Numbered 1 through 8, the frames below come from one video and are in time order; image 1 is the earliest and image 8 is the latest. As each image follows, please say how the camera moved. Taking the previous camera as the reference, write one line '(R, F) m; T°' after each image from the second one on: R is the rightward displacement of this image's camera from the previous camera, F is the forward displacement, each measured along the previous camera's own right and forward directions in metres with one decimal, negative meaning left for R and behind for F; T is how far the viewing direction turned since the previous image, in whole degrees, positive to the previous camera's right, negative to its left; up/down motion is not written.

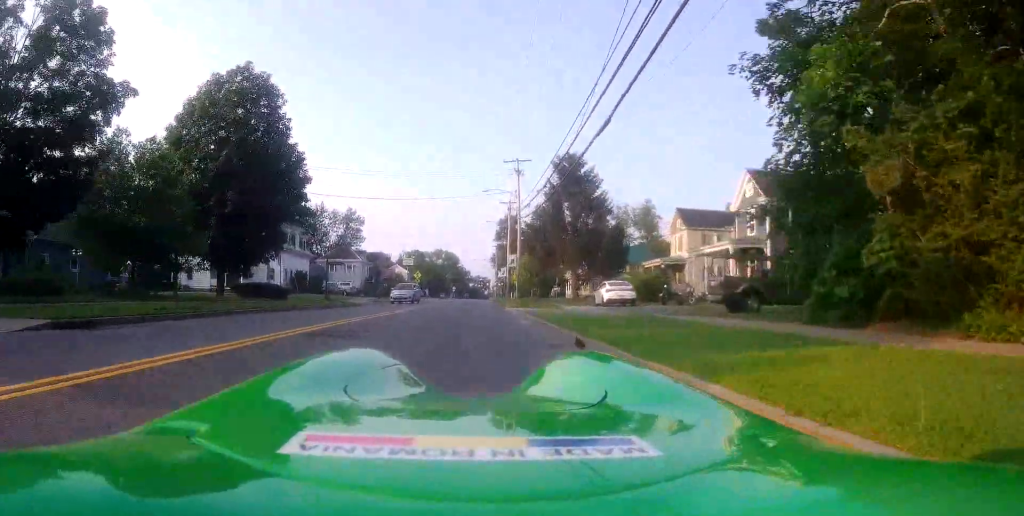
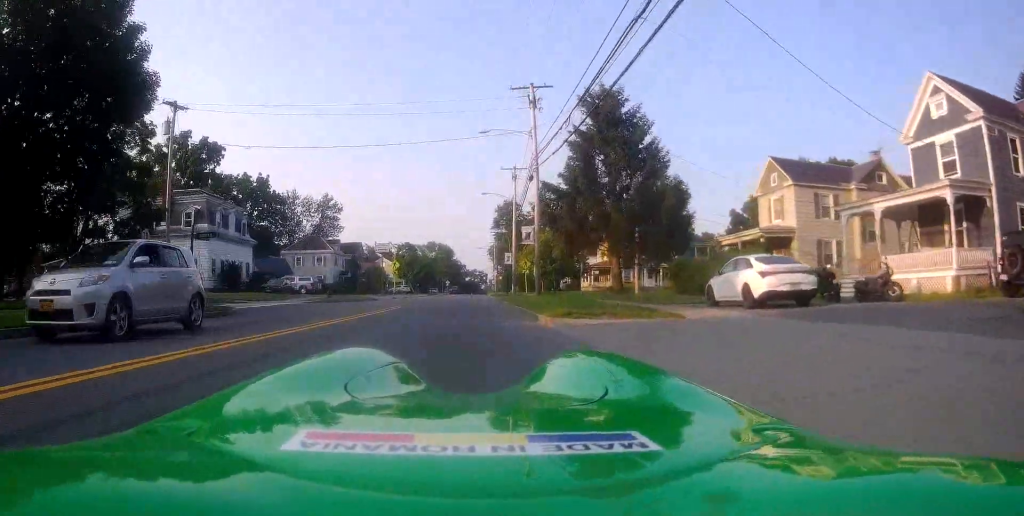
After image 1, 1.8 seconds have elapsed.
(0.0, +18.6) m; 0°
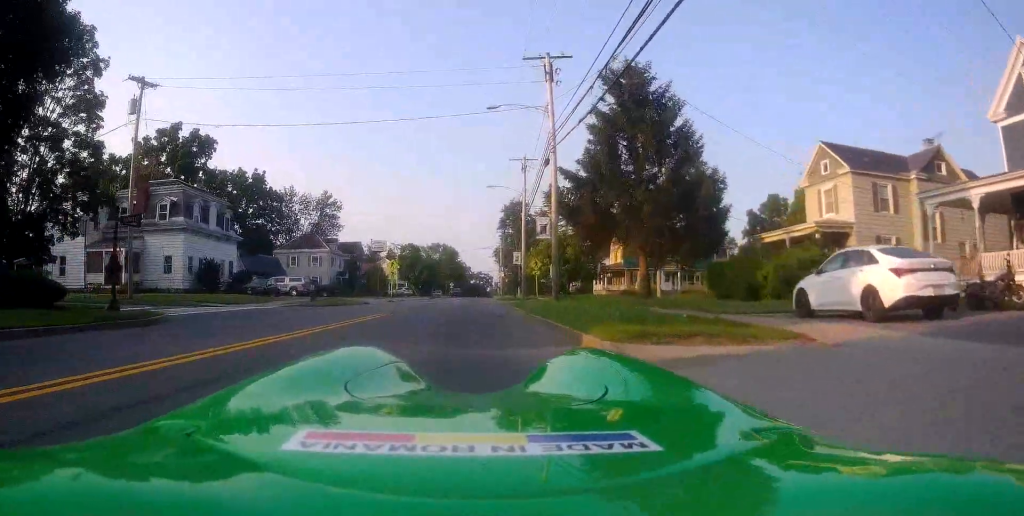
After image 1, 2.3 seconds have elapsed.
(0.0, +5.2) m; 0°
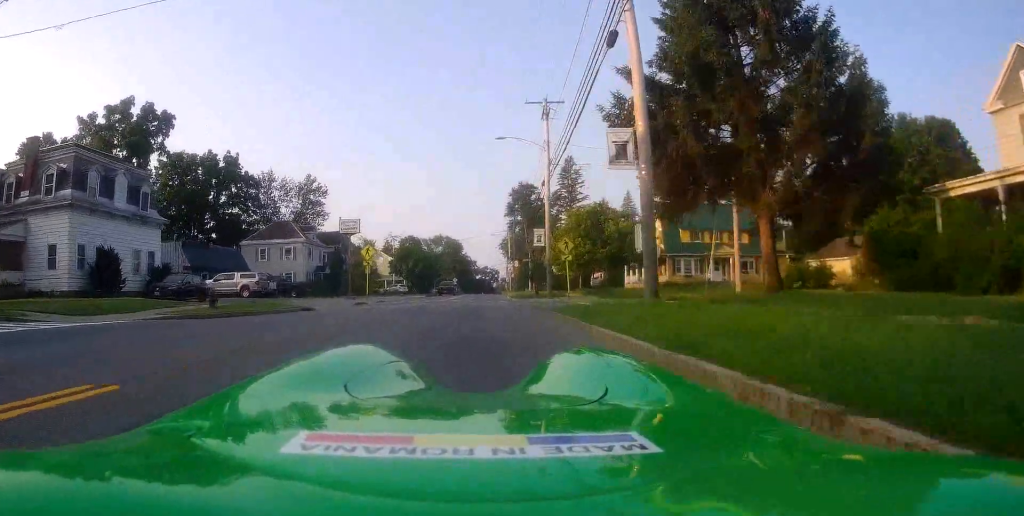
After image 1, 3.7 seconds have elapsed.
(-0.3, +14.2) m; -2°
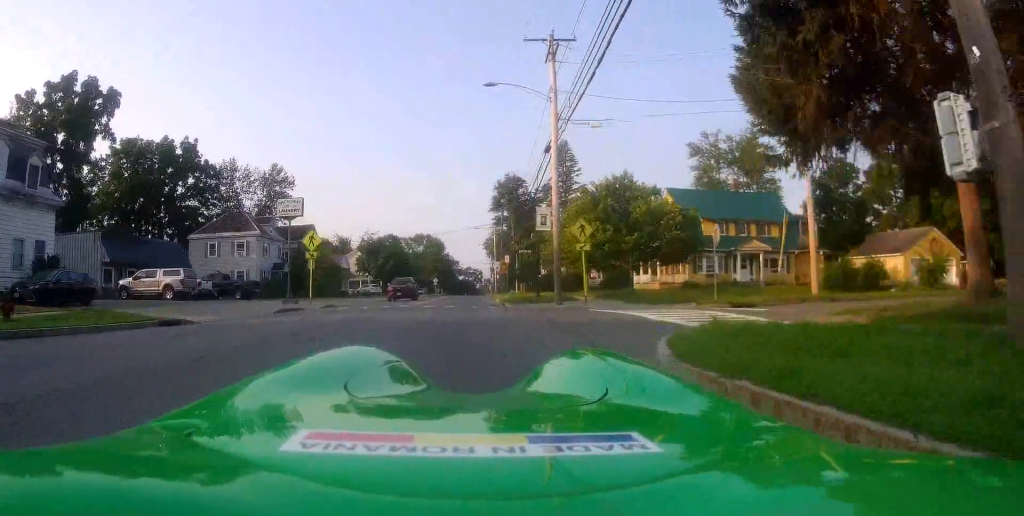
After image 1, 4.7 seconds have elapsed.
(-0.1, +10.2) m; +1°
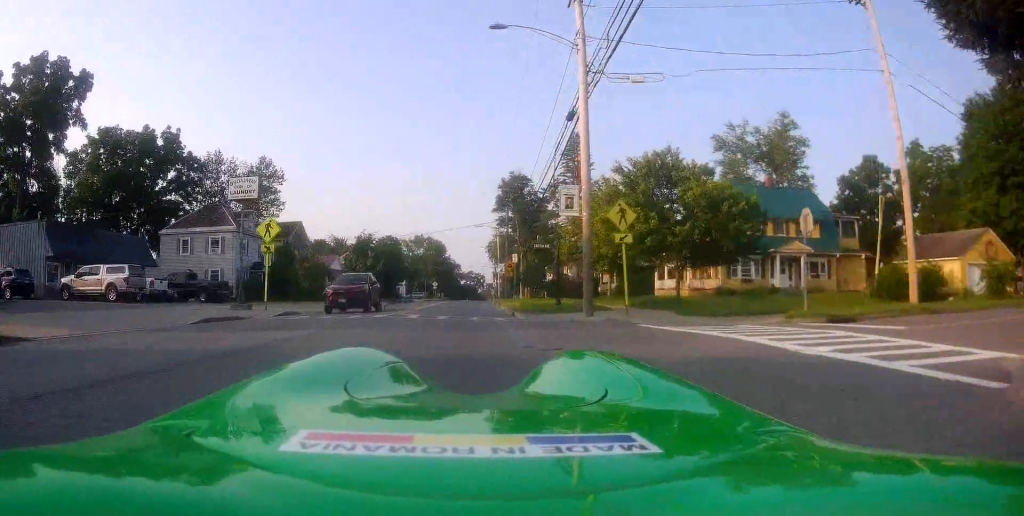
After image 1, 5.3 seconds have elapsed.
(+0.2, +6.8) m; +2°
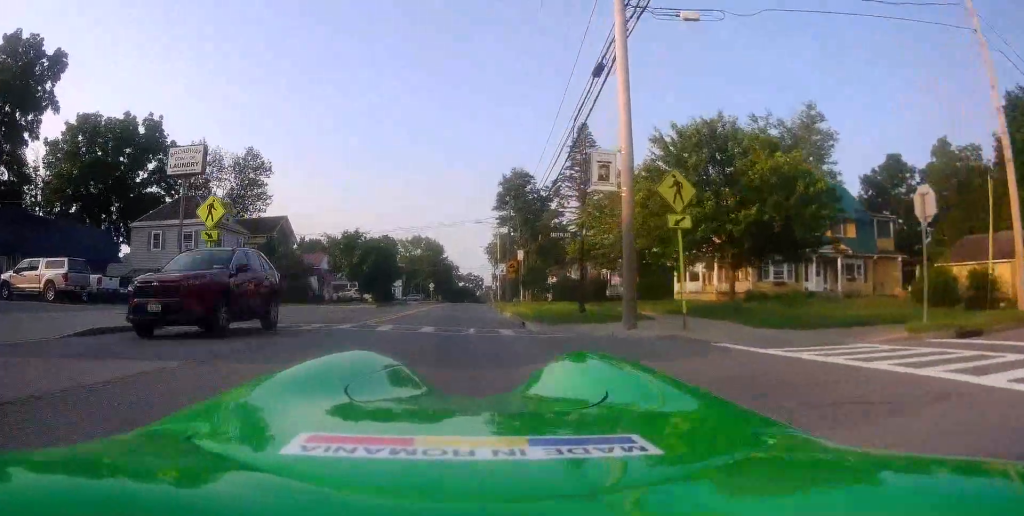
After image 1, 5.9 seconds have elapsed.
(0.0, +5.5) m; 0°
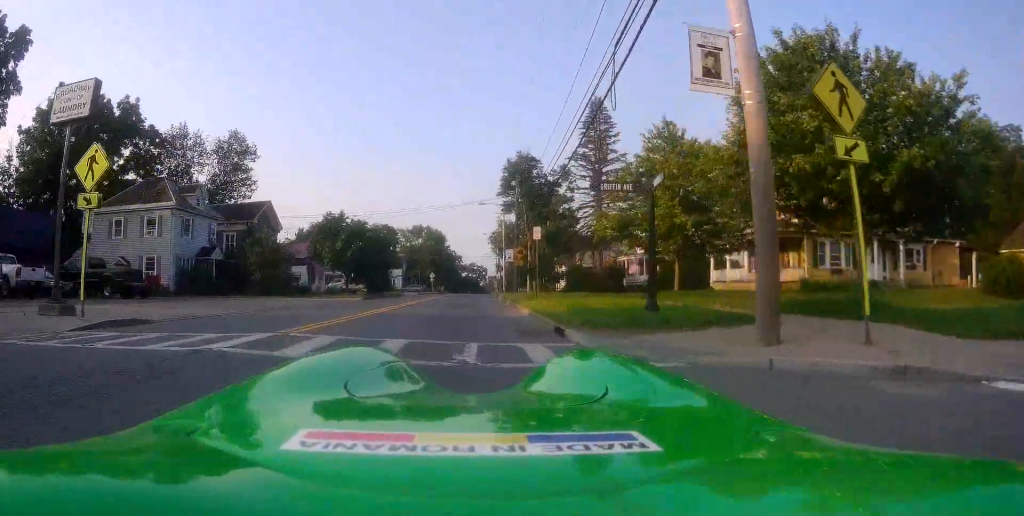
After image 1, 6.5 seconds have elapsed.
(0.0, +6.7) m; 0°
